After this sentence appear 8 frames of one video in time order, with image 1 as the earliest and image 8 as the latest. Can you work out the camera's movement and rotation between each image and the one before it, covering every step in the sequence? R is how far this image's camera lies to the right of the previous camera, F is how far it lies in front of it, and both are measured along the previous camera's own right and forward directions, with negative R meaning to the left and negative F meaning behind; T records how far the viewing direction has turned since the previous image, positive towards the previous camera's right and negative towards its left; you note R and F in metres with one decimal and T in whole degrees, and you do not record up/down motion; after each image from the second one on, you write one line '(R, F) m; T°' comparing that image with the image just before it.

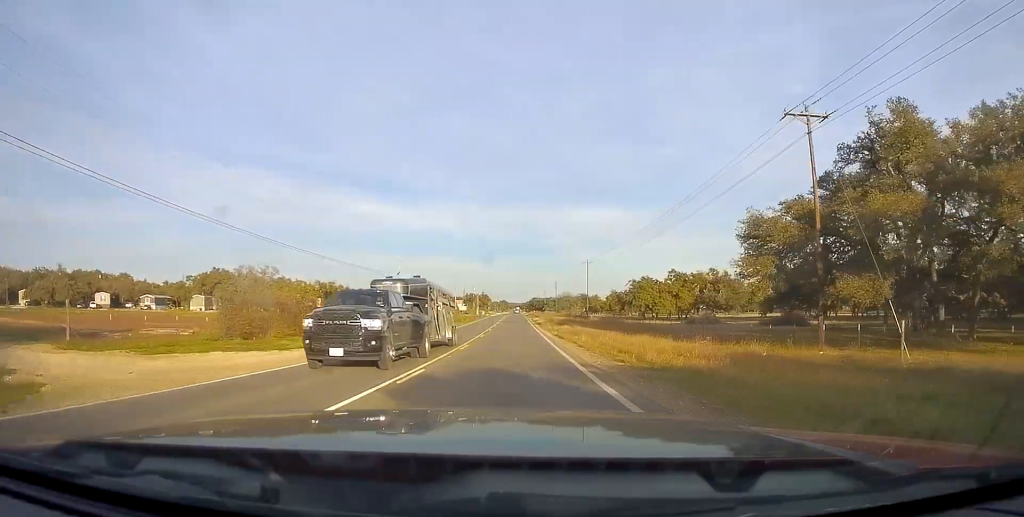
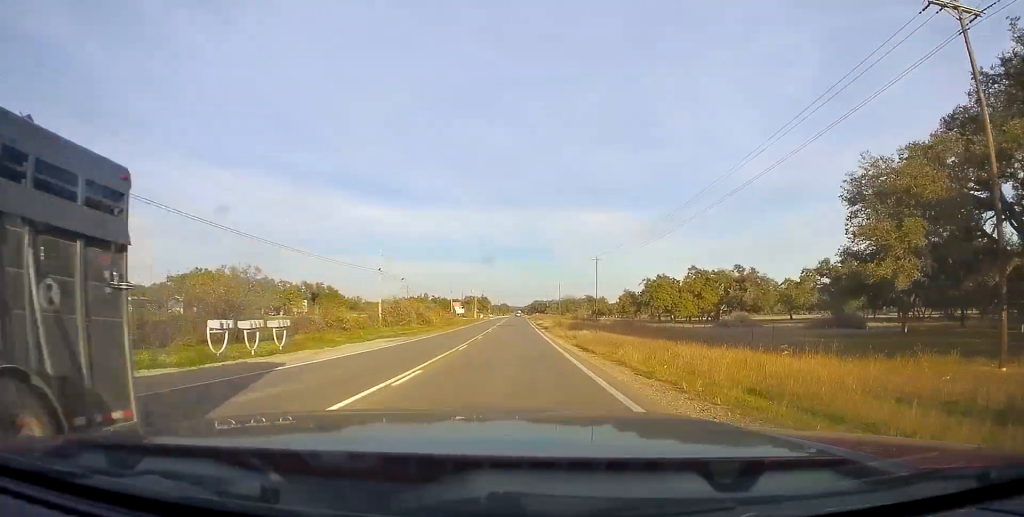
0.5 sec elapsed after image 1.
(-0.2, +12.3) m; 0°
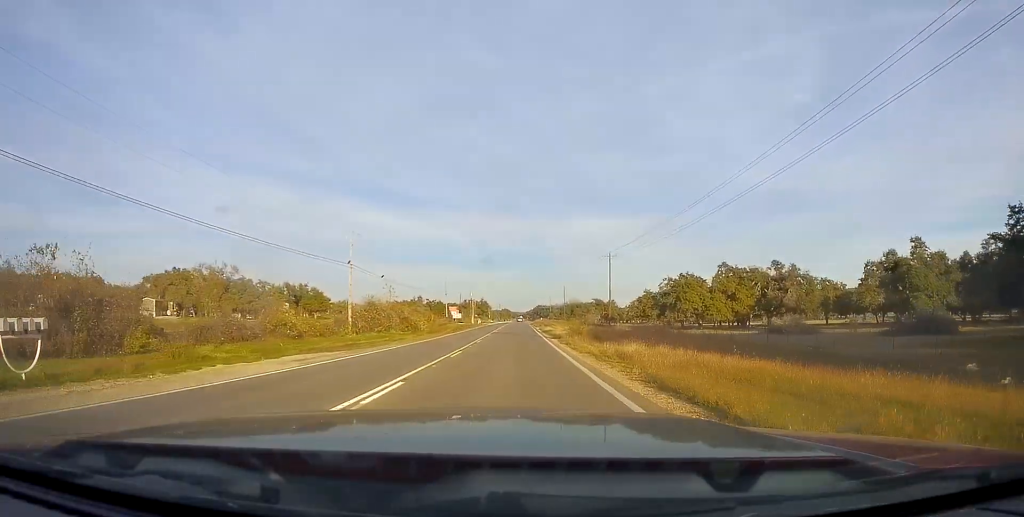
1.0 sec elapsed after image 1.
(-0.1, +14.1) m; 0°
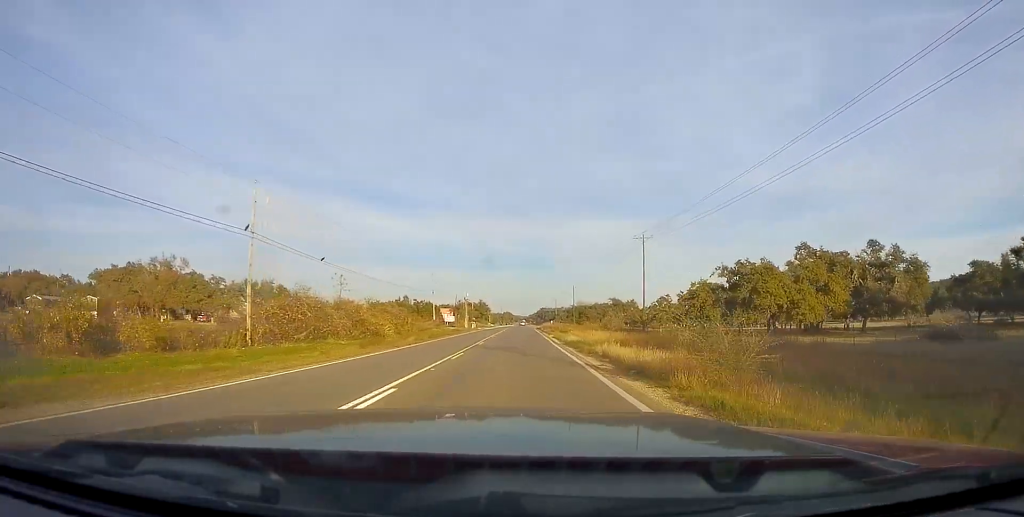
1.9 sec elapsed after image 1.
(+0.4, +24.0) m; 0°
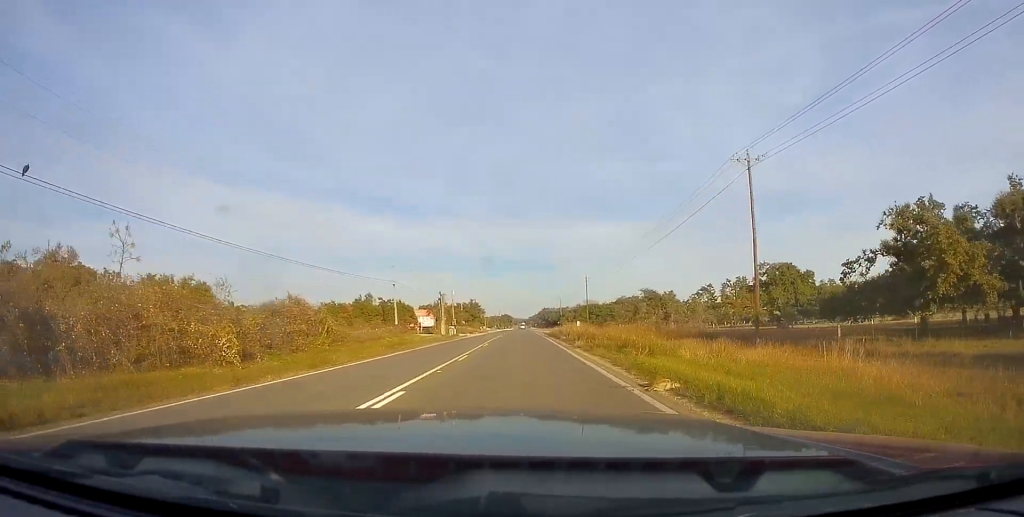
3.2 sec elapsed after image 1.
(-0.2, +34.5) m; 0°
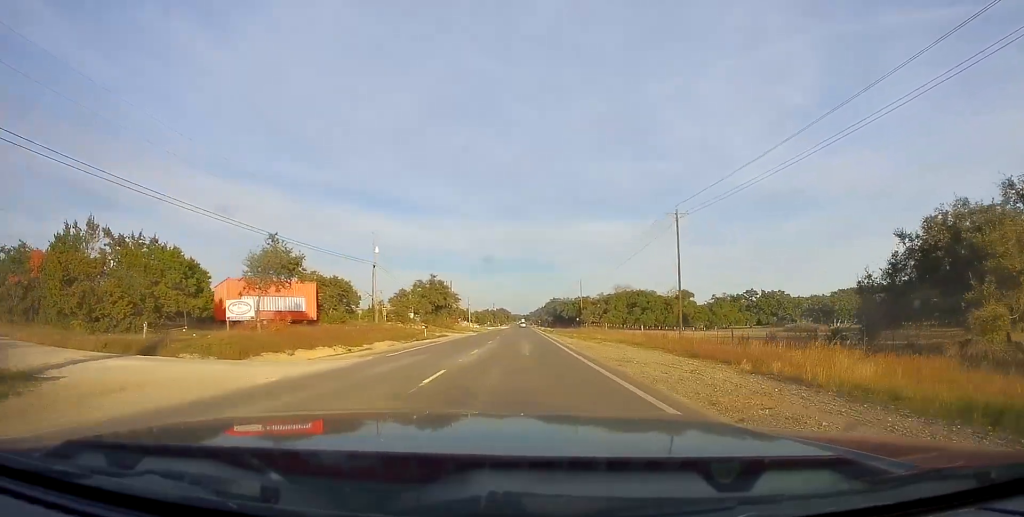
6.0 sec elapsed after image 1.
(+0.6, +76.6) m; 0°
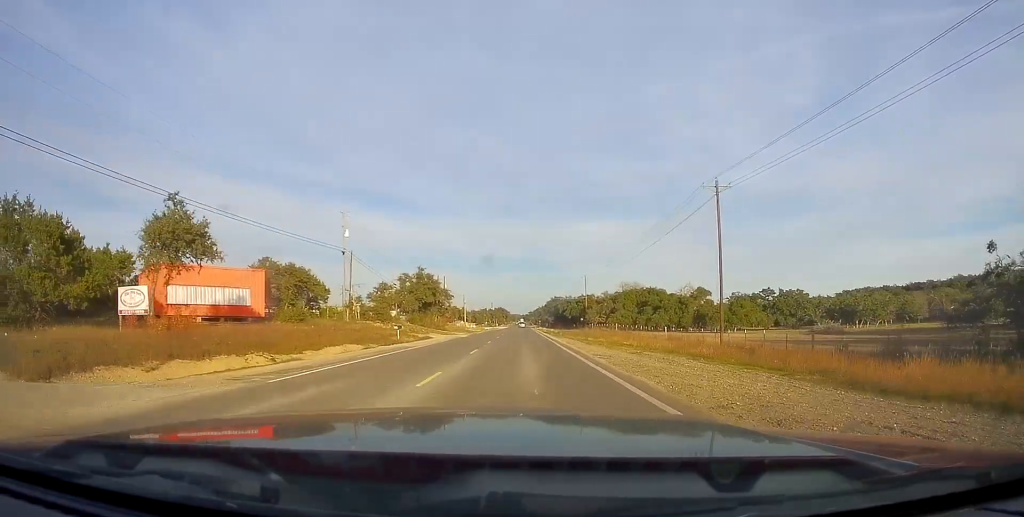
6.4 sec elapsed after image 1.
(-0.3, +11.7) m; 0°
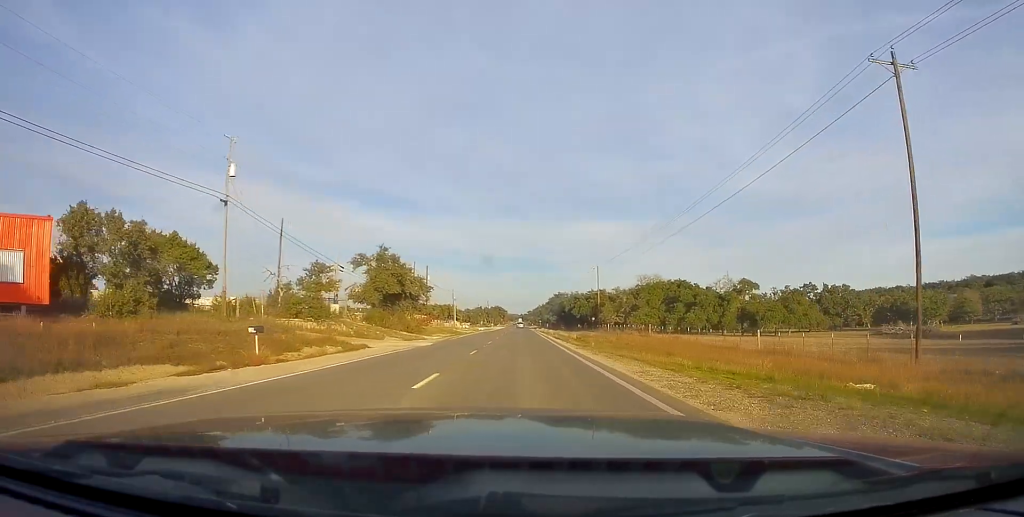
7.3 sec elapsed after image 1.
(-0.1, +23.4) m; 0°
